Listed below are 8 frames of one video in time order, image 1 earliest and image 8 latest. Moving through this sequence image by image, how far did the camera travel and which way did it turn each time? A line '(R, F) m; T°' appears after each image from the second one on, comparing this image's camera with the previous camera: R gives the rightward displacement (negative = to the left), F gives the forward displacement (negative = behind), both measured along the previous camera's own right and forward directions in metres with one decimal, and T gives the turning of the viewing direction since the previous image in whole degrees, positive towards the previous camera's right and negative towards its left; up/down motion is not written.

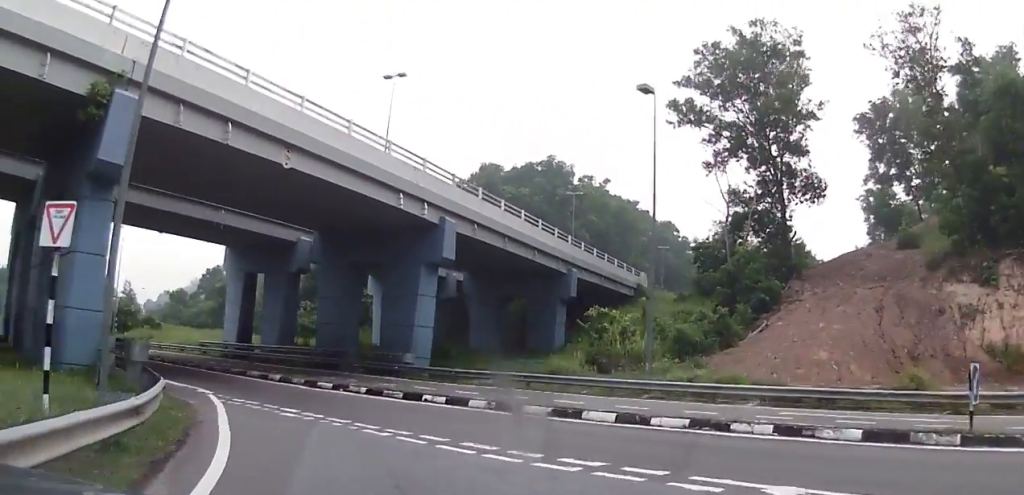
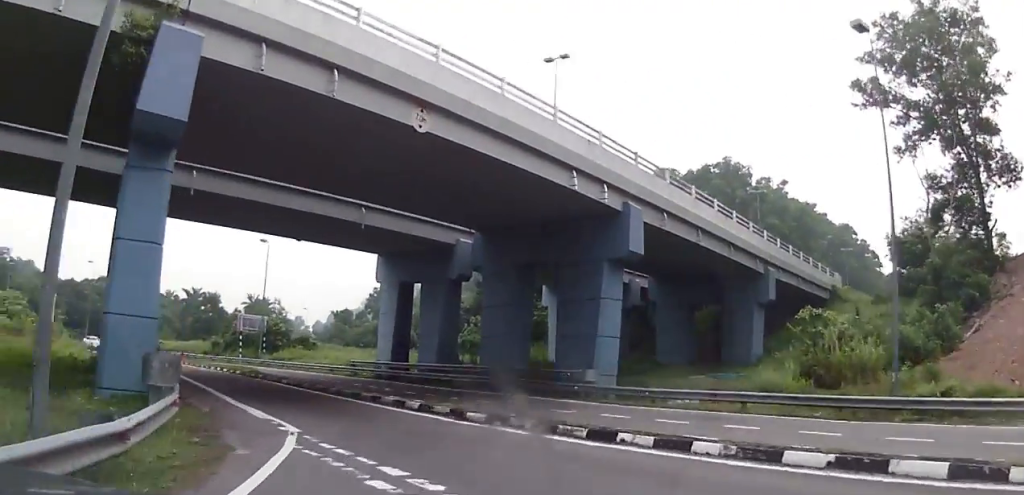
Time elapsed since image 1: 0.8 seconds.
(-1.1, +5.5) m; -14°
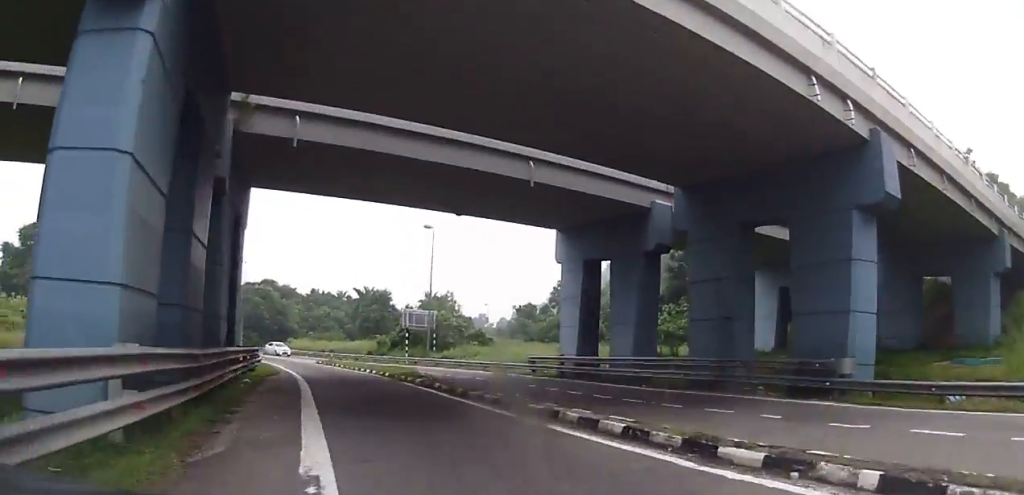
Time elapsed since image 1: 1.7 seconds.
(-1.0, +6.7) m; -14°
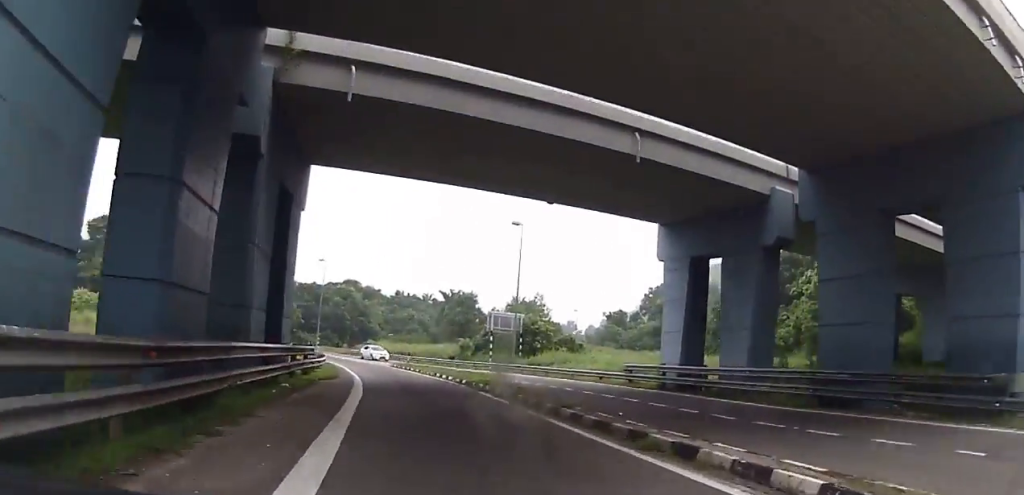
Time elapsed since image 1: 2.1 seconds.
(+0.1, +3.6) m; -5°
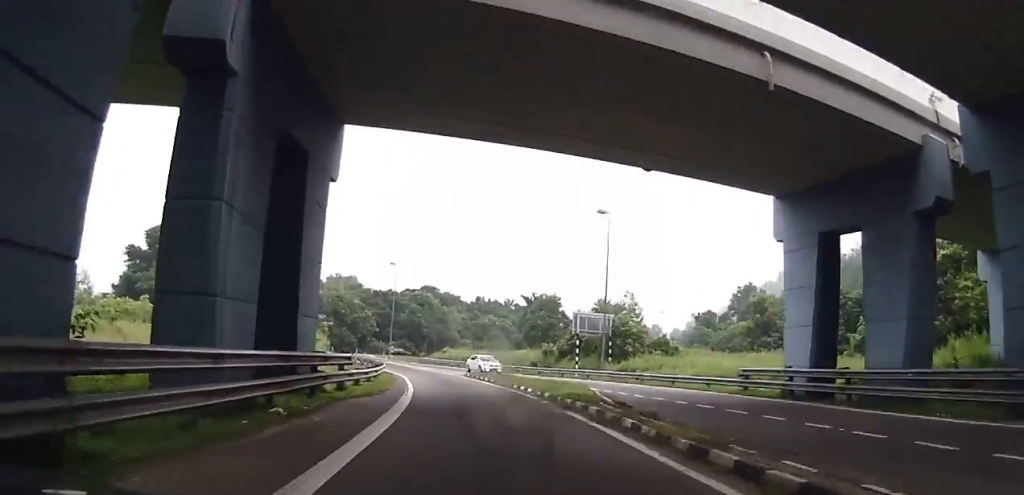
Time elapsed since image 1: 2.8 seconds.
(-0.6, +5.6) m; -6°
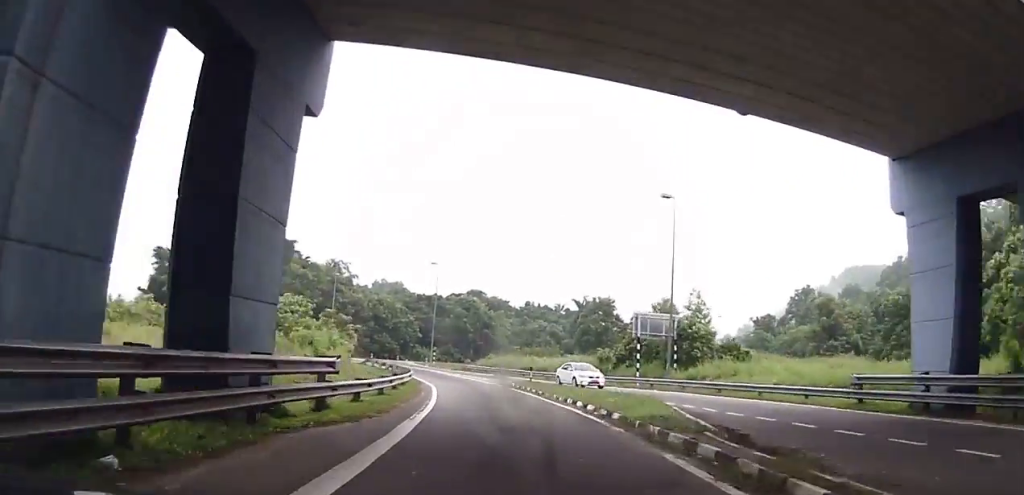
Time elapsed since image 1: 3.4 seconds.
(-0.3, +6.0) m; -6°
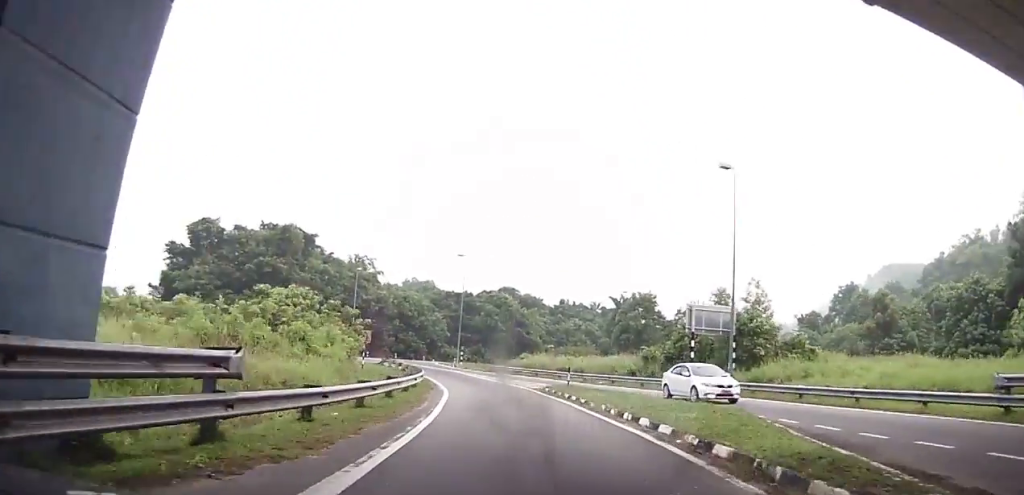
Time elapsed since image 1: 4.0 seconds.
(-0.1, +6.2) m; -5°
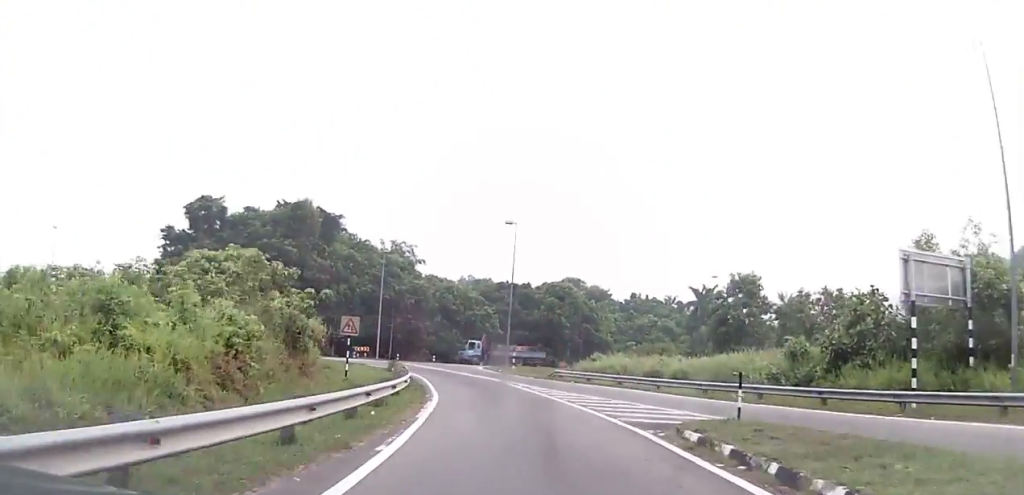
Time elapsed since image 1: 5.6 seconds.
(-1.7, +19.1) m; -7°
